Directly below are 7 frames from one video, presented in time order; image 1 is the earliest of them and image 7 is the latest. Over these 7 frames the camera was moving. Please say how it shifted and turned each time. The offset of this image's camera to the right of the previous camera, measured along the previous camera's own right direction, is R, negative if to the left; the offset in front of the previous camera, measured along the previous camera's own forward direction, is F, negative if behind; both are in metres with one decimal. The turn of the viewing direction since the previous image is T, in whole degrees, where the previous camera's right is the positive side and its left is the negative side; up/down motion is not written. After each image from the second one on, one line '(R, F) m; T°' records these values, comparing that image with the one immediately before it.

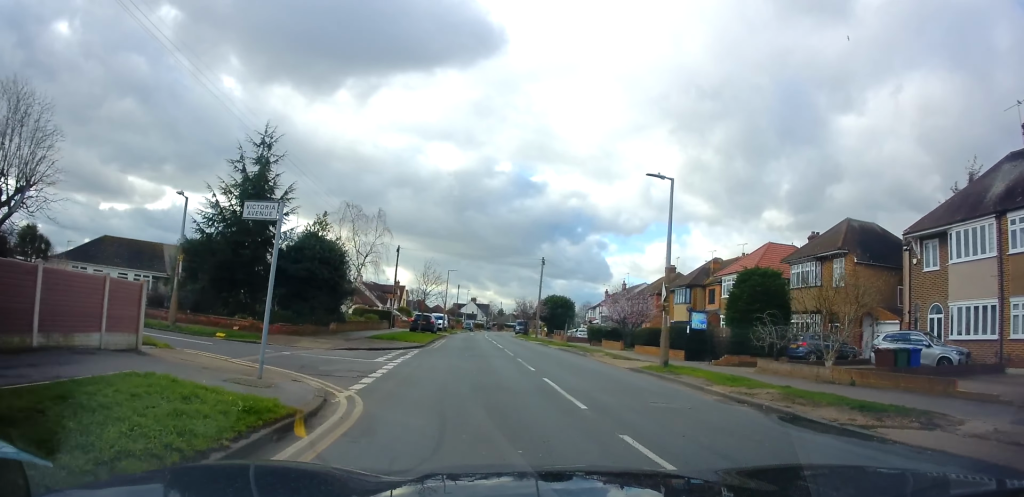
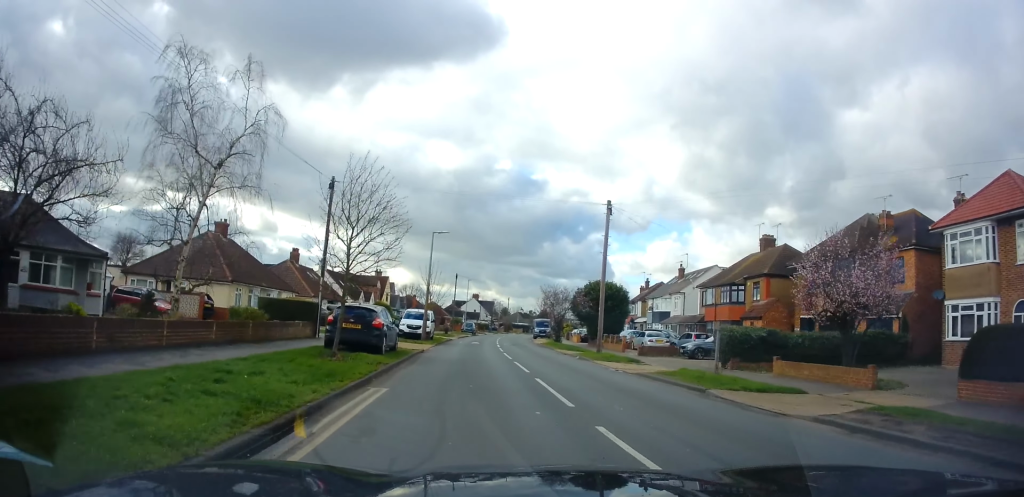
(-0.9, +23.6) m; -1°
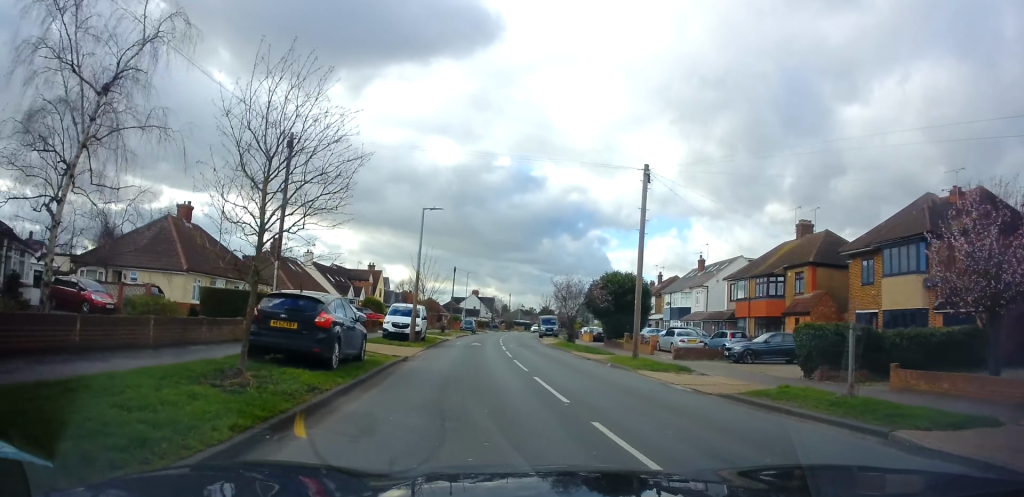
(+0.1, +5.9) m; +1°
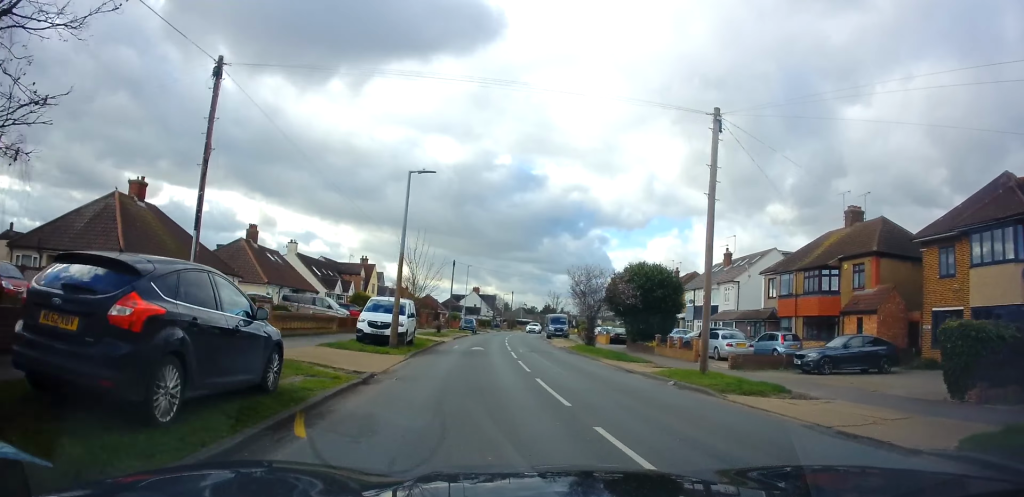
(0.0, +6.2) m; 0°
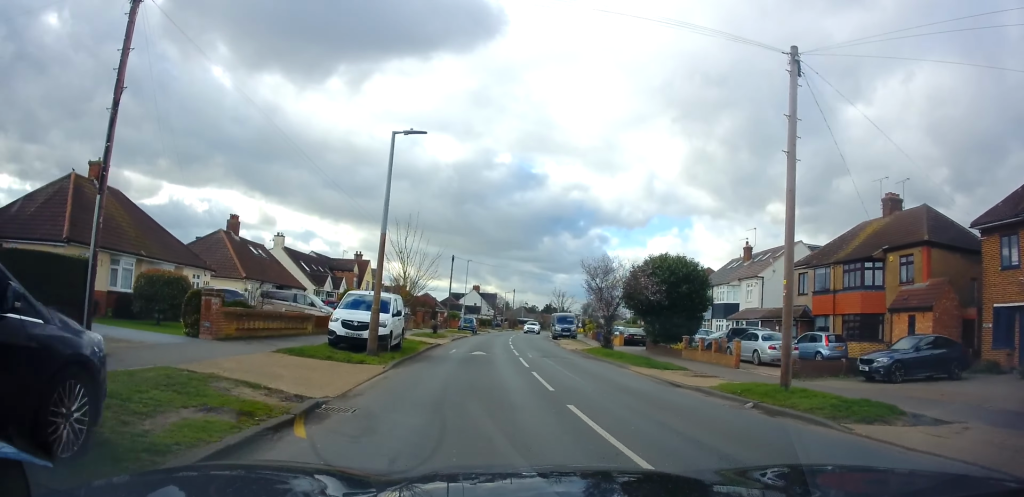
(0.0, +4.0) m; 0°
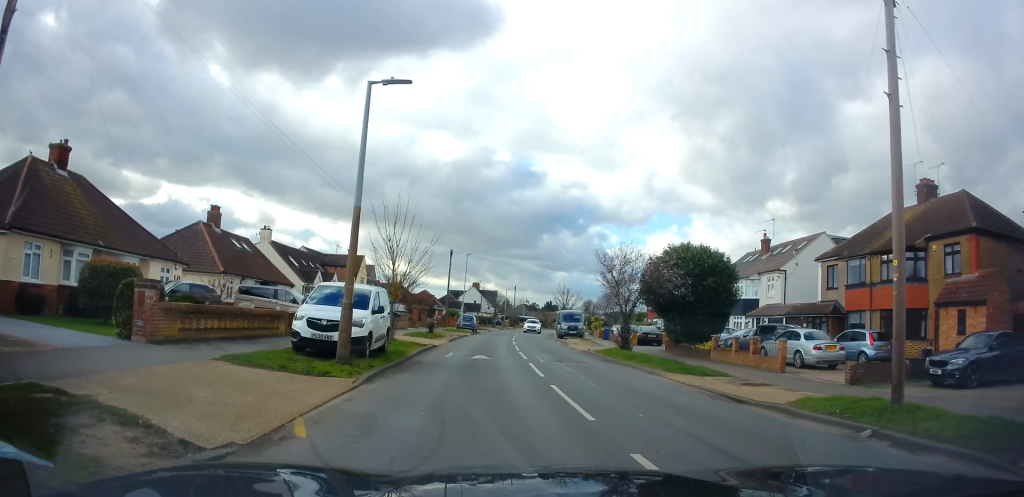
(0.0, +3.4) m; 0°
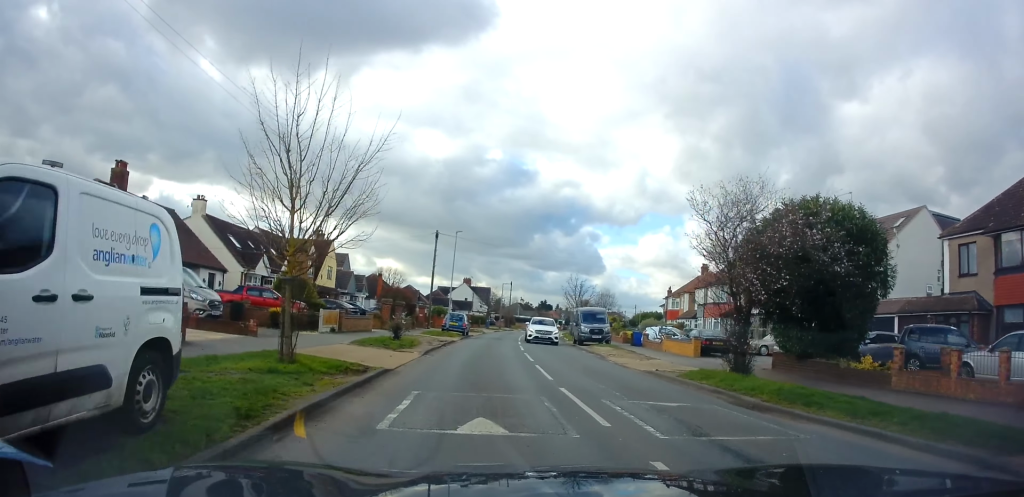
(0.0, +11.7) m; -1°
